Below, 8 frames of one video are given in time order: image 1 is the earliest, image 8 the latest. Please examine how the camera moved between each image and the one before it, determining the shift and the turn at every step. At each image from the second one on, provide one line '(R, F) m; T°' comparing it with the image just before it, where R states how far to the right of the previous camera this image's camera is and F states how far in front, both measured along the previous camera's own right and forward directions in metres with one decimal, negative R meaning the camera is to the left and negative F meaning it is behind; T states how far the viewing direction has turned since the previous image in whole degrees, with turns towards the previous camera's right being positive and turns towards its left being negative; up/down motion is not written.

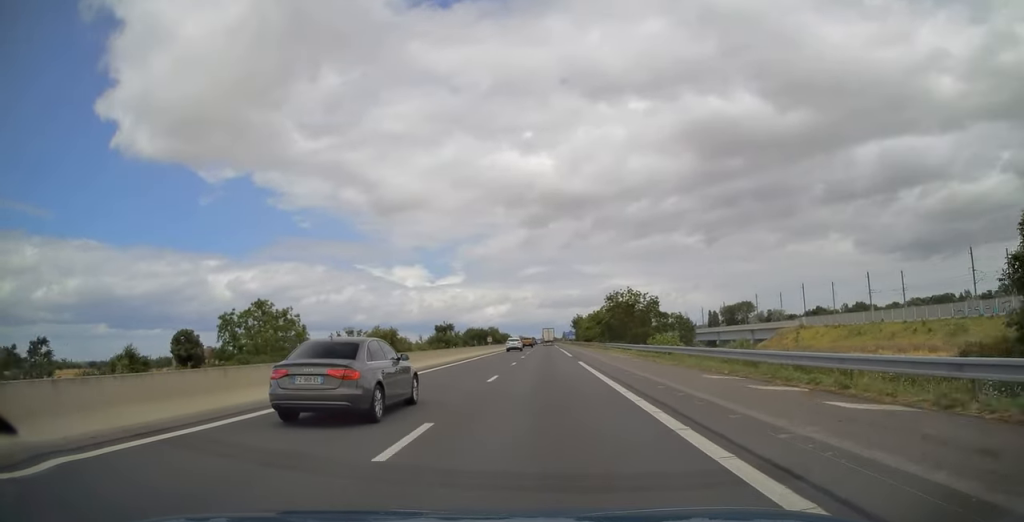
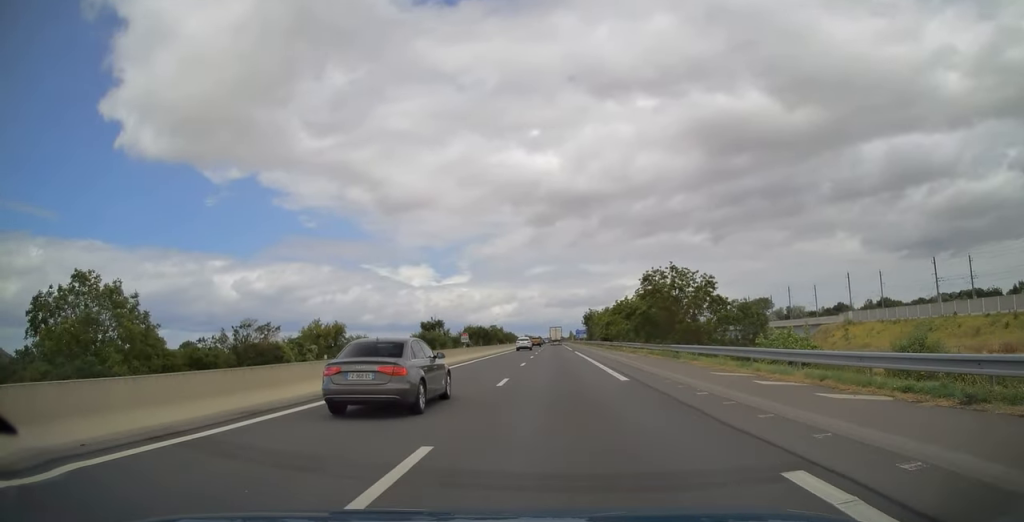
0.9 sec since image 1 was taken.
(0.0, +27.9) m; 0°
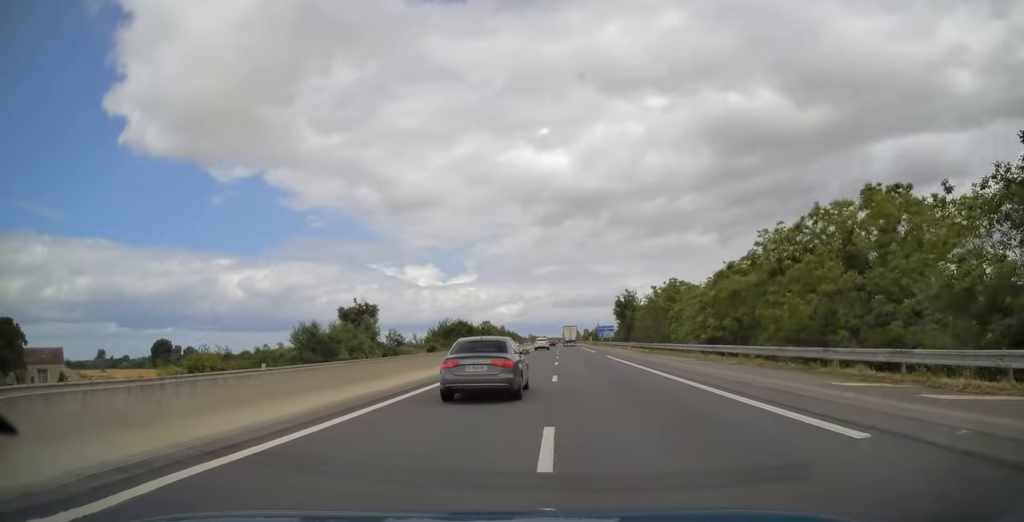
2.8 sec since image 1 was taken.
(-0.6, +62.8) m; -1°
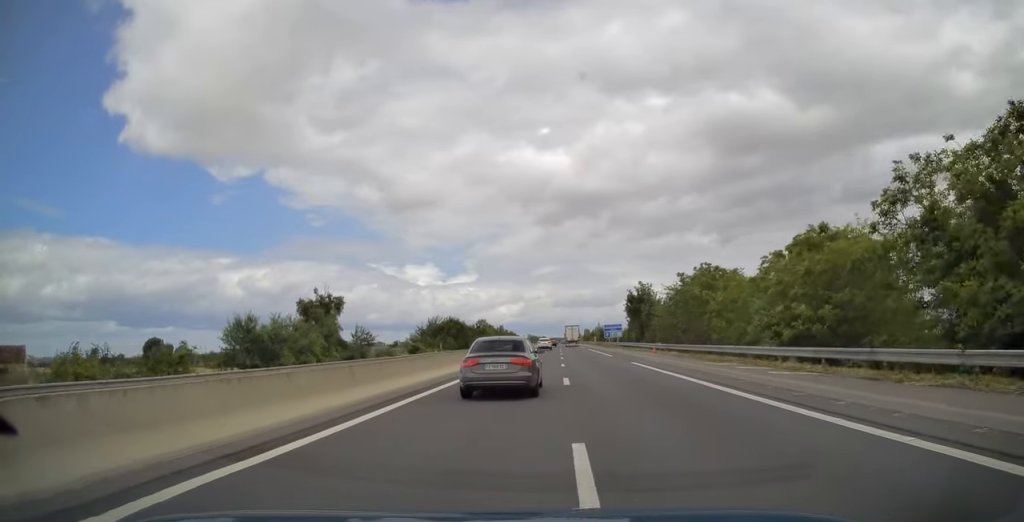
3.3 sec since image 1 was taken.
(0.0, +14.5) m; 0°
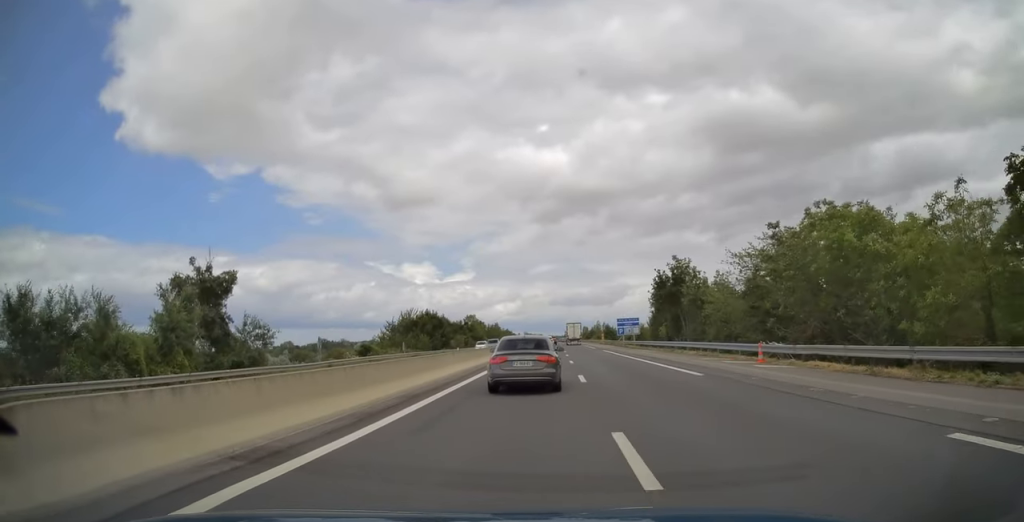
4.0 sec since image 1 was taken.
(0.0, +25.2) m; 0°
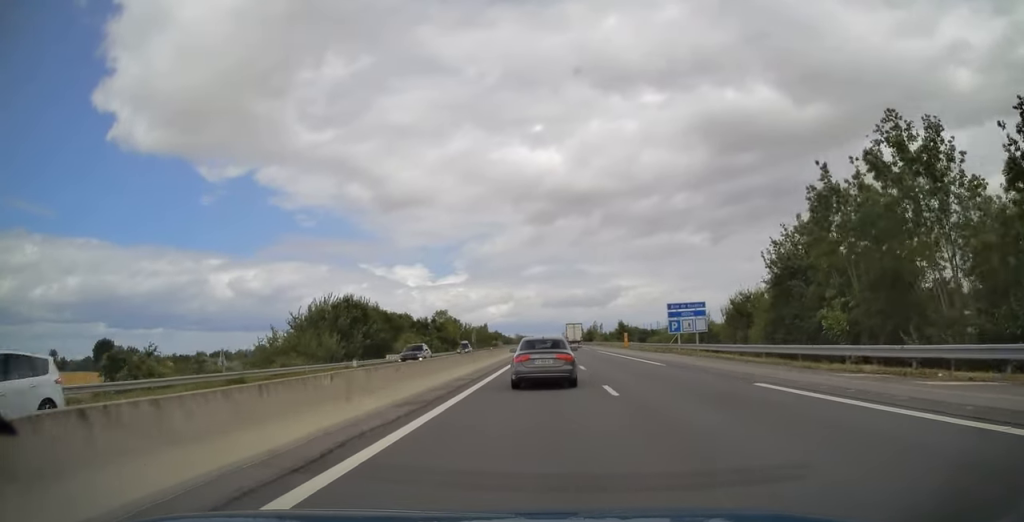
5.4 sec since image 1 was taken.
(+0.1, +43.0) m; 0°
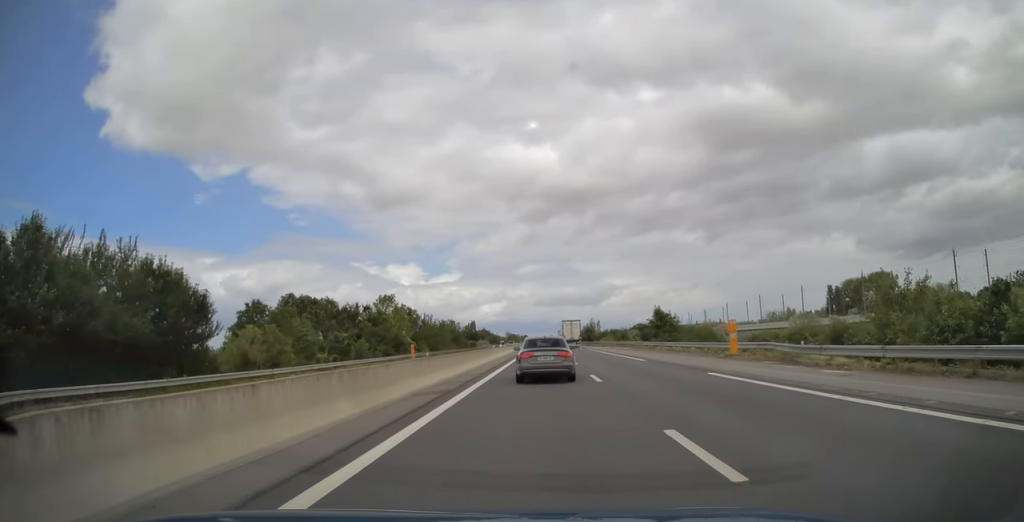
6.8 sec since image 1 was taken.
(+0.3, +47.5) m; +1°
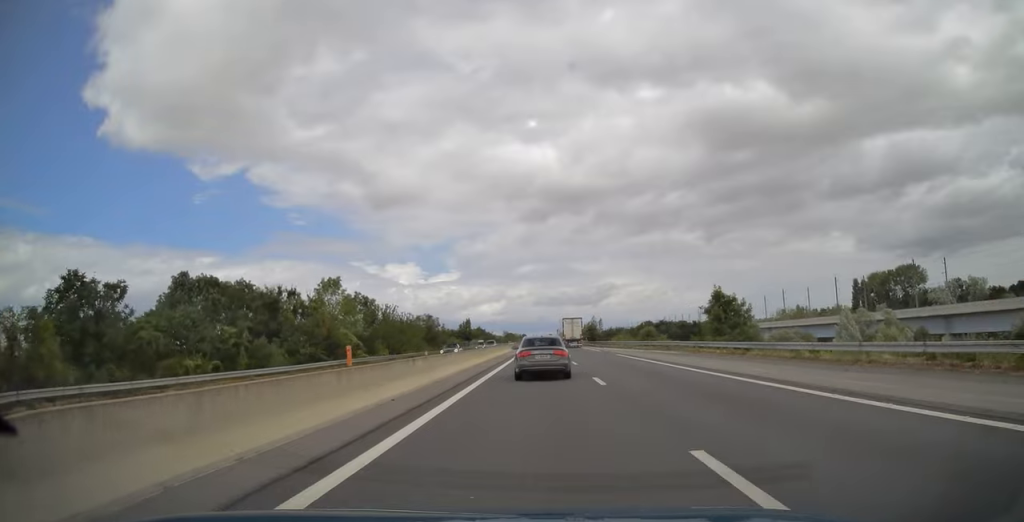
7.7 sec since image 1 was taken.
(+0.1, +27.5) m; 0°
